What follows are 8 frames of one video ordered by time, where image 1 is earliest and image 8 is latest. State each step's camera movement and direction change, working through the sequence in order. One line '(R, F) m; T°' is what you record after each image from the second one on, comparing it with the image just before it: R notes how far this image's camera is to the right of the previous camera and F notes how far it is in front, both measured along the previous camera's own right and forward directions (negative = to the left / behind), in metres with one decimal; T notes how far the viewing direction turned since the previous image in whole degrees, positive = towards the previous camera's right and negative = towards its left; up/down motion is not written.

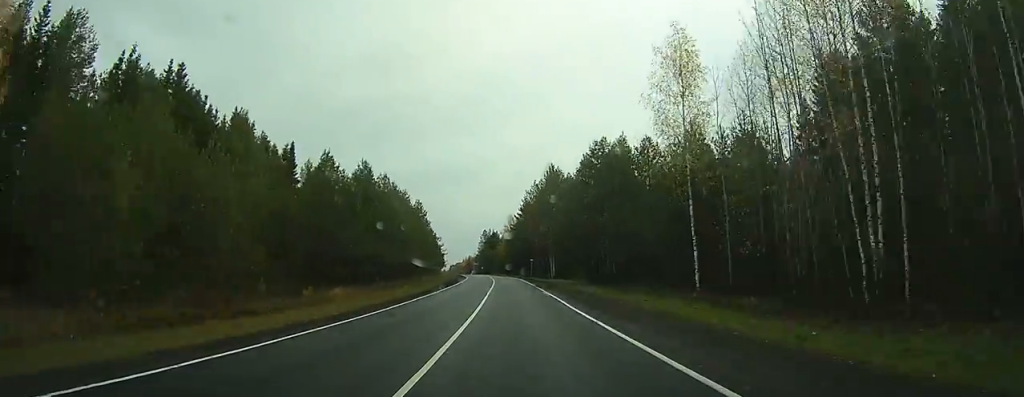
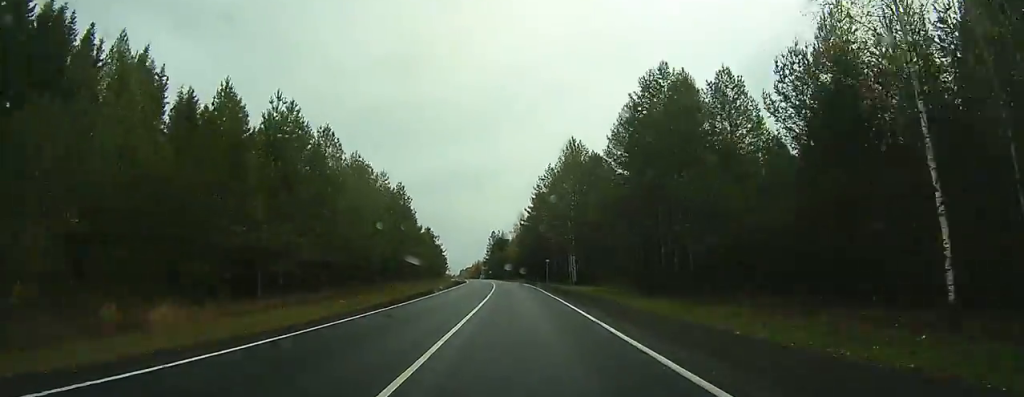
(-0.3, +21.0) m; -1°
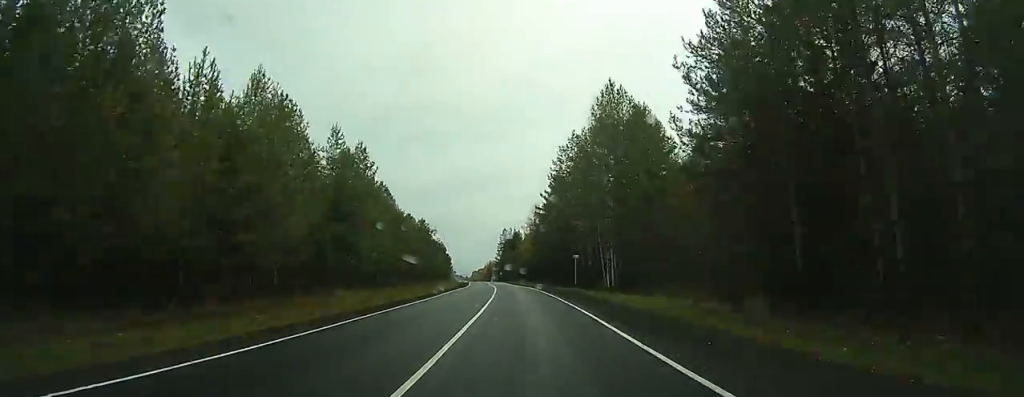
(0.0, +22.4) m; -1°
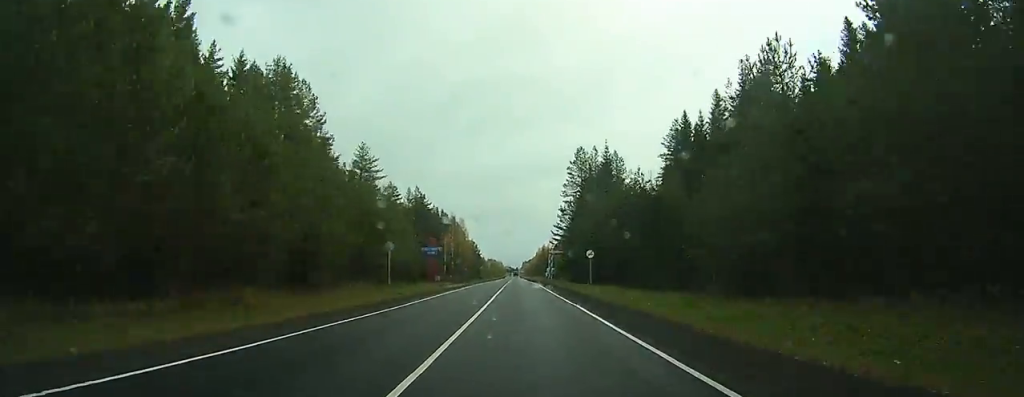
(-7.4, +146.3) m; -5°
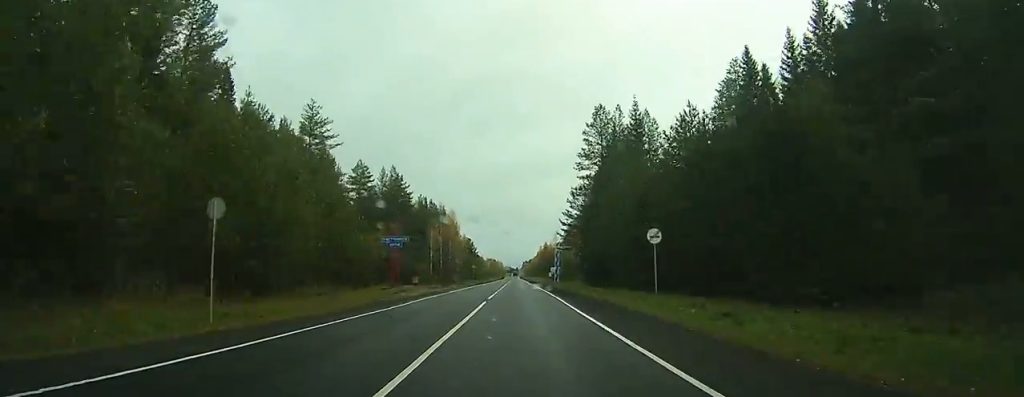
(-0.3, +24.5) m; 0°
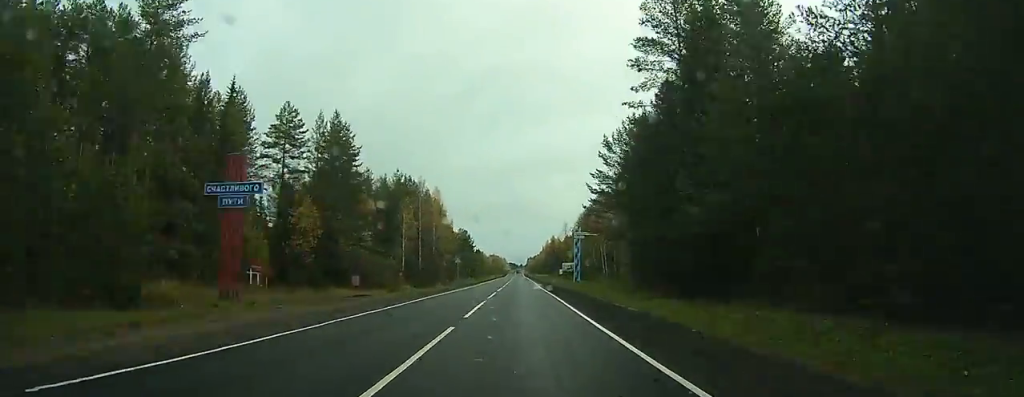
(+0.1, +35.7) m; 0°
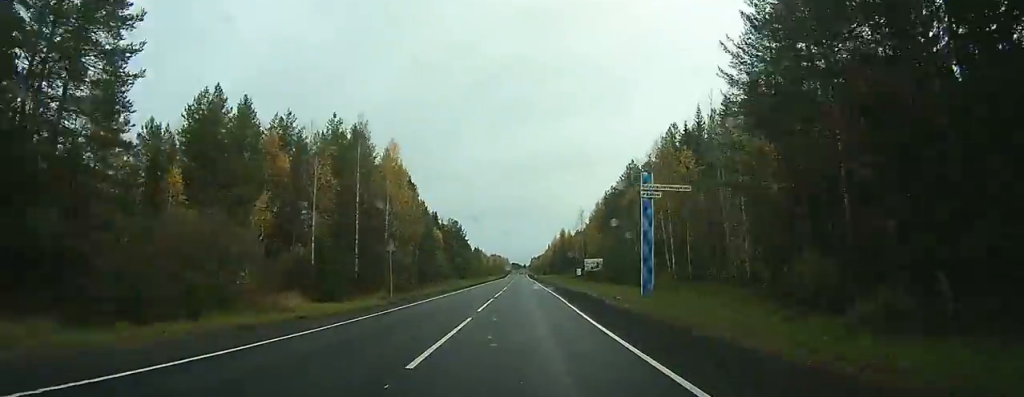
(0.0, +45.3) m; 0°
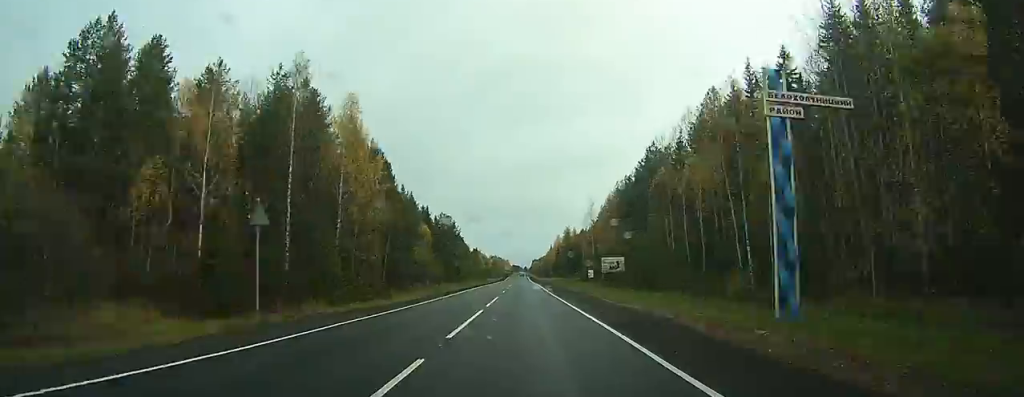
(0.0, +20.5) m; 0°
